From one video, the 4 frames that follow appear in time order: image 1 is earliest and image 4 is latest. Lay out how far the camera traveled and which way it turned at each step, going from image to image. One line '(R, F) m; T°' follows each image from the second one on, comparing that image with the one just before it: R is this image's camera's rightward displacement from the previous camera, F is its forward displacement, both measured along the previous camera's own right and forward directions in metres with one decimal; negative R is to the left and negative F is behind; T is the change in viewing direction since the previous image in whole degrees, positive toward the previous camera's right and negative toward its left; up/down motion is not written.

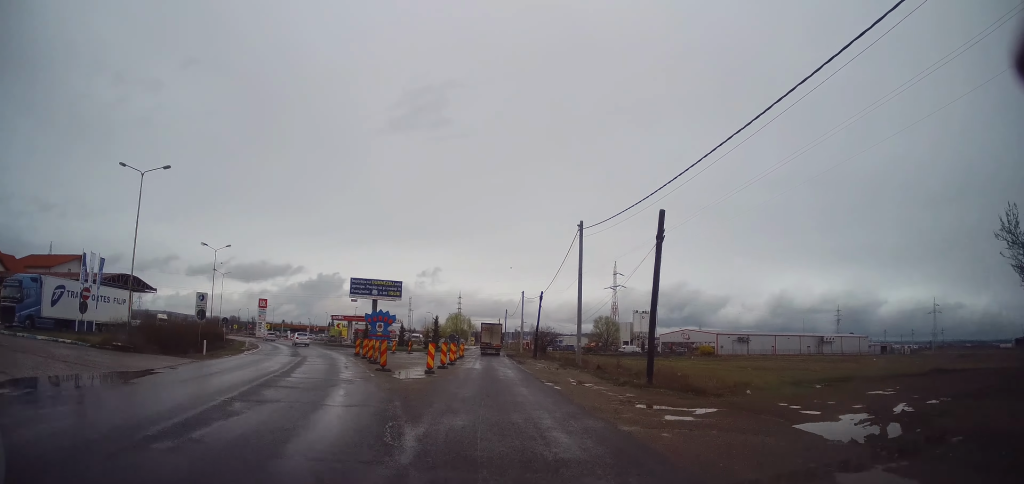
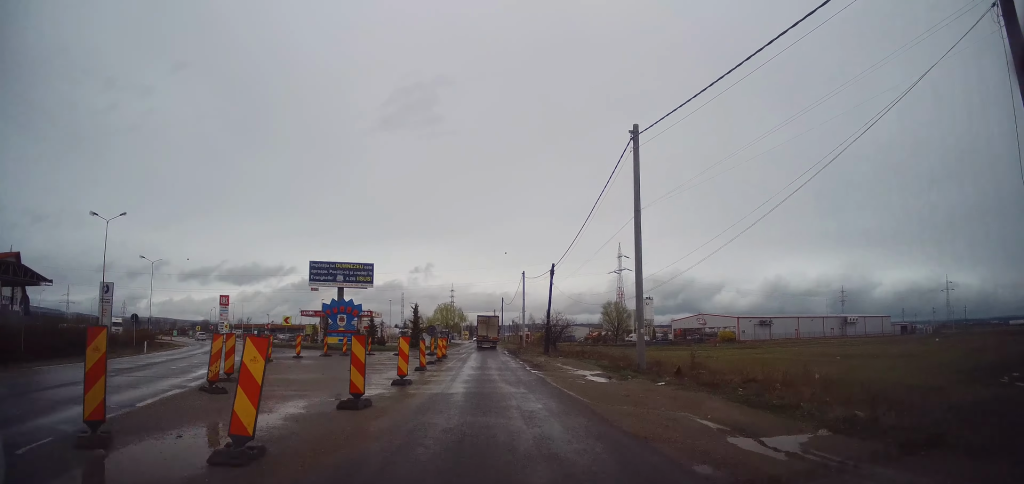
(+0.5, +16.5) m; +2°
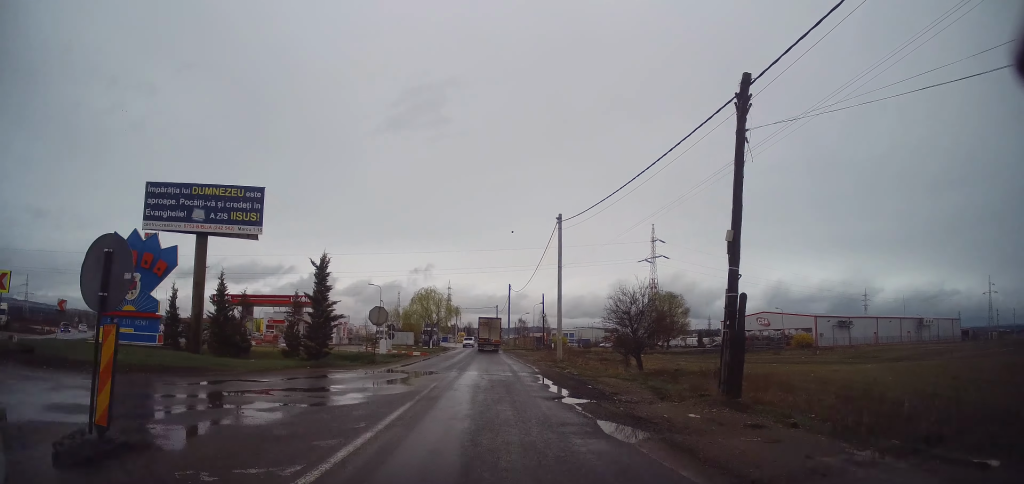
(-0.5, +34.1) m; -1°
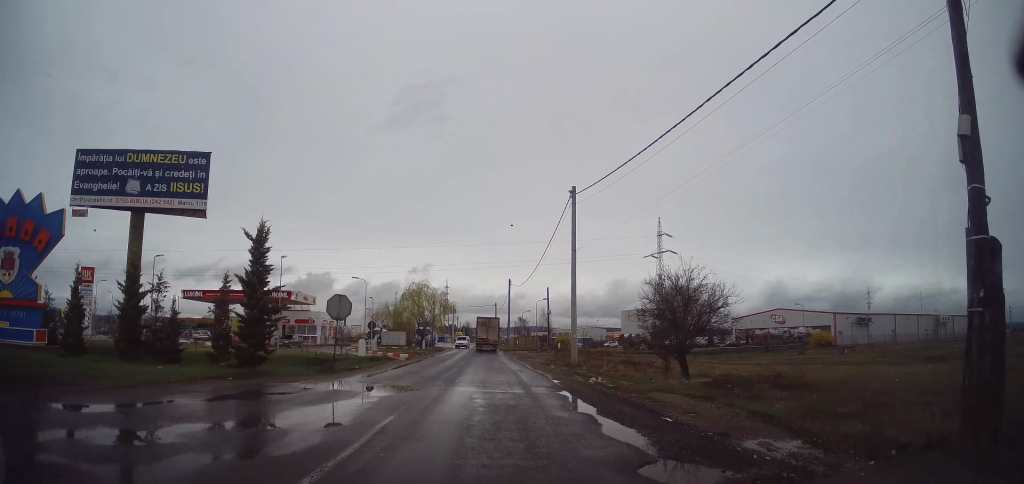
(+0.2, +6.8) m; +2°
